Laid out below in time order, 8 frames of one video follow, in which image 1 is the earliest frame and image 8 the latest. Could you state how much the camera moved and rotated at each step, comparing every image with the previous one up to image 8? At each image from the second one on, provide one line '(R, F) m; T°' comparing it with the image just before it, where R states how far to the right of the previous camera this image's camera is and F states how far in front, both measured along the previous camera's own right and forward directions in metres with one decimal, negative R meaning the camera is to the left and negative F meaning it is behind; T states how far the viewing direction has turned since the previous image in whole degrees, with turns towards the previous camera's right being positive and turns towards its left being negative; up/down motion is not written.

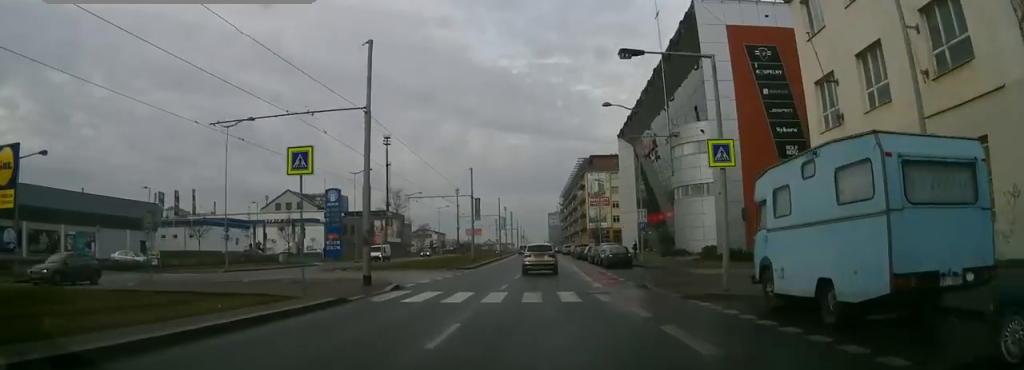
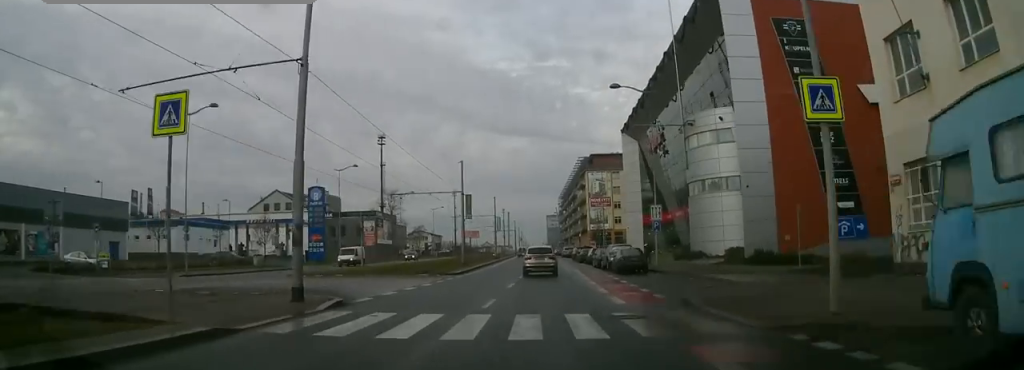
(0.0, +5.9) m; 0°
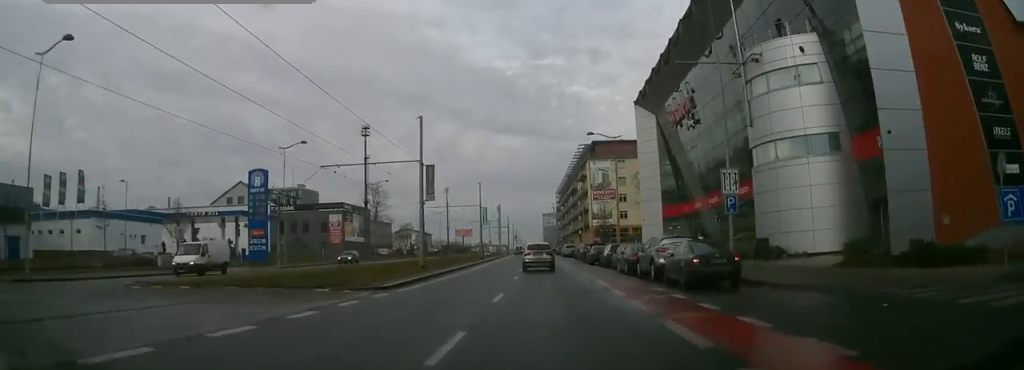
(0.0, +17.2) m; 0°
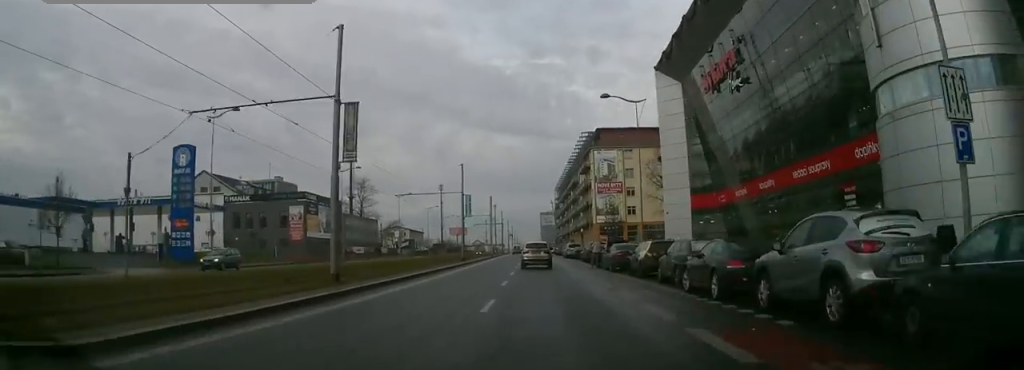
(-0.1, +14.9) m; -2°
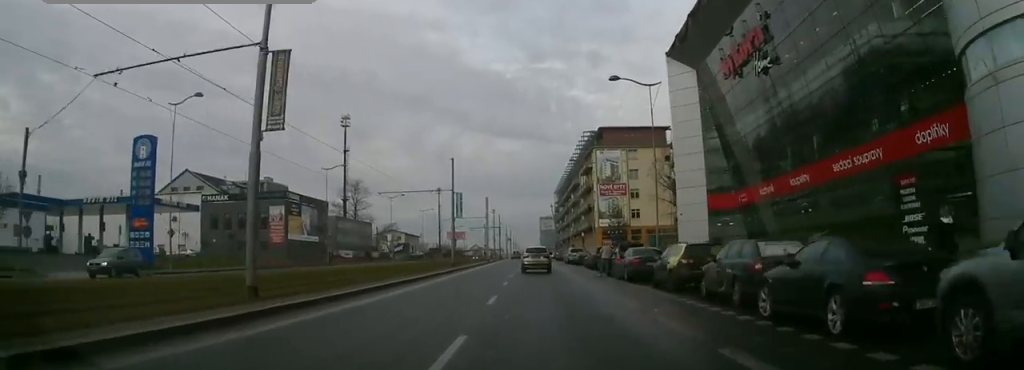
(-0.2, +6.3) m; 0°
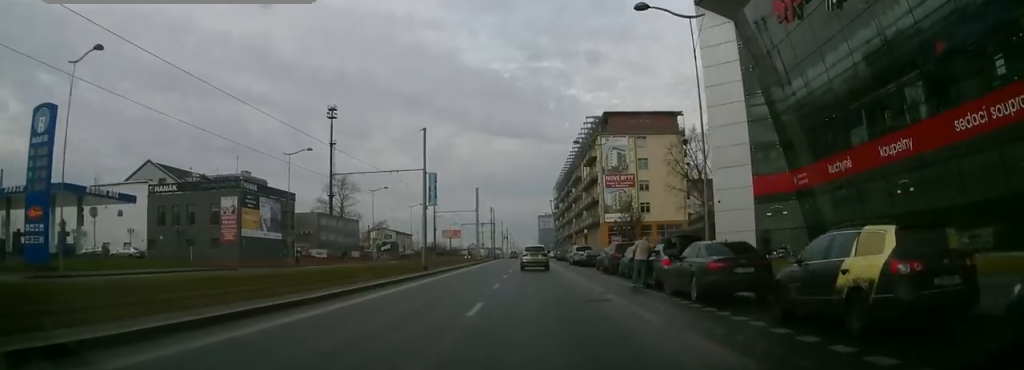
(+0.2, +12.1) m; +2°
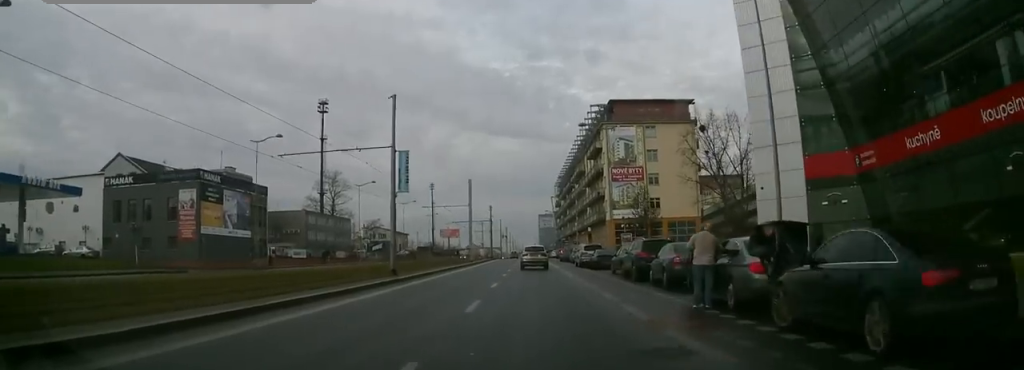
(+0.1, +8.9) m; +1°
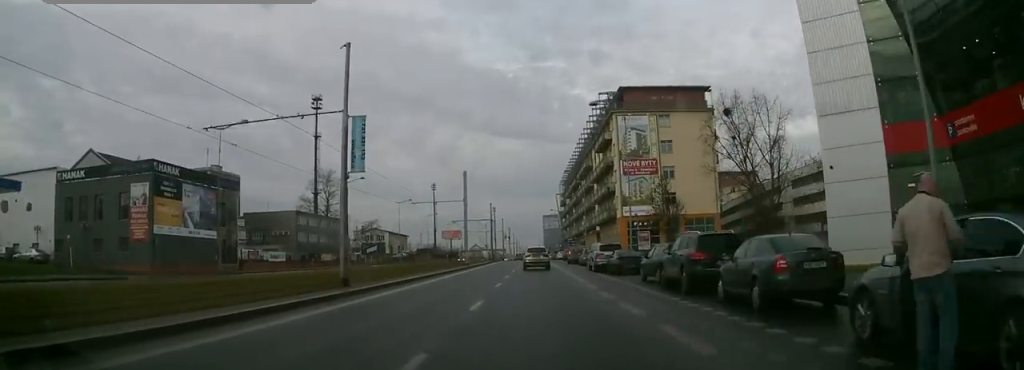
(0.0, +8.8) m; 0°
